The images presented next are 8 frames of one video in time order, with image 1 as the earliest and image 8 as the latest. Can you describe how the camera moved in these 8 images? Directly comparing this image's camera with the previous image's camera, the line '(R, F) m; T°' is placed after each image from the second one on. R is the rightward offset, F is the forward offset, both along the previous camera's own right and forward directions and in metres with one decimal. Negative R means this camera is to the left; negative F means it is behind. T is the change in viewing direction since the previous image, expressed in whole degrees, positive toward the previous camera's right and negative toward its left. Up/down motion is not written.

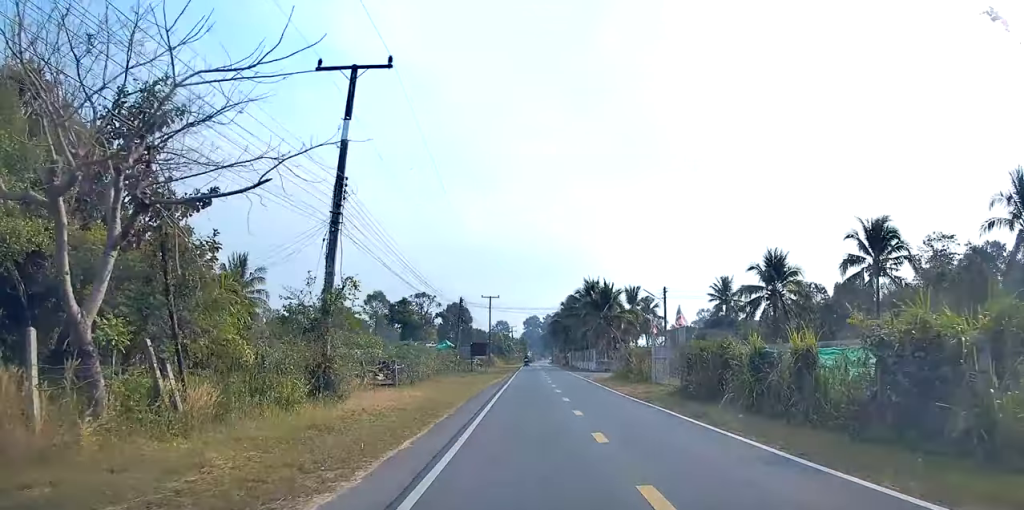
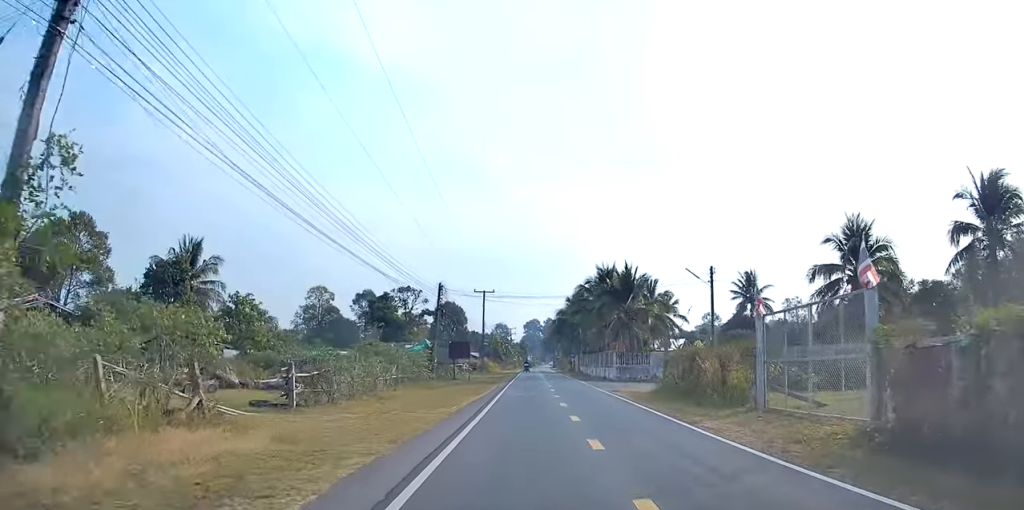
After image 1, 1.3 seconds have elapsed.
(0.0, +12.3) m; +1°
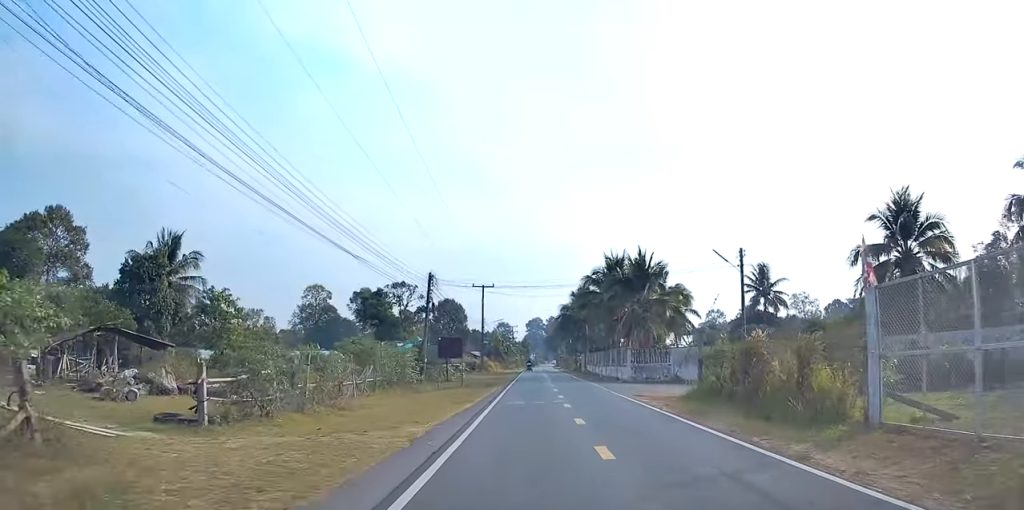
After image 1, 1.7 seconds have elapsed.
(0.0, +4.7) m; +1°
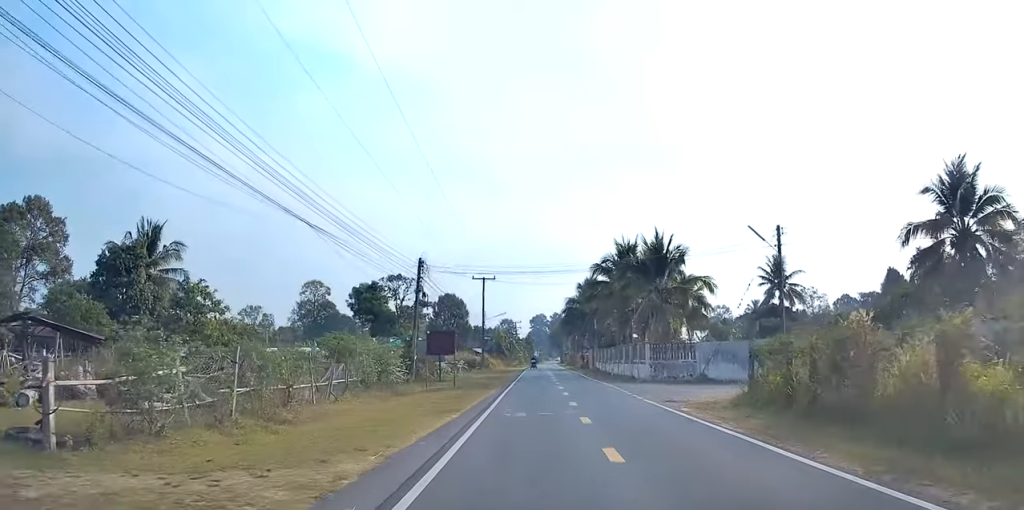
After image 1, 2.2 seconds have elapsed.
(+0.1, +4.7) m; +1°
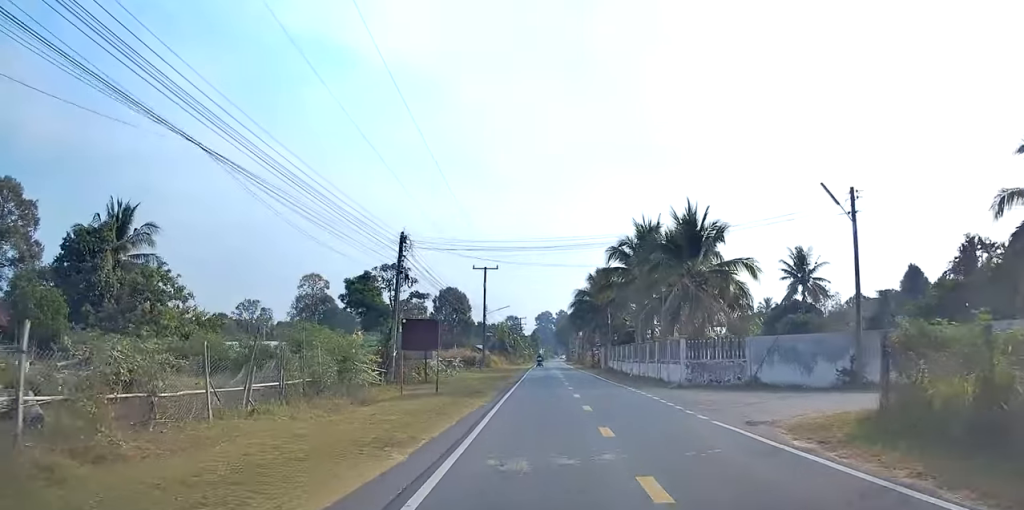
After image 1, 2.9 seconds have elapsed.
(+0.1, +6.3) m; 0°
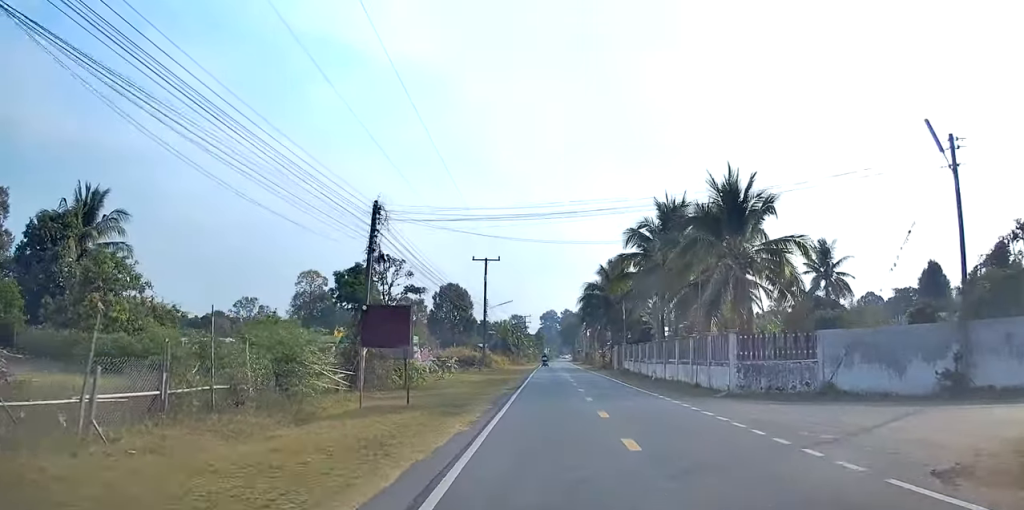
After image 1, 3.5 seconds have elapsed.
(0.0, +6.0) m; 0°
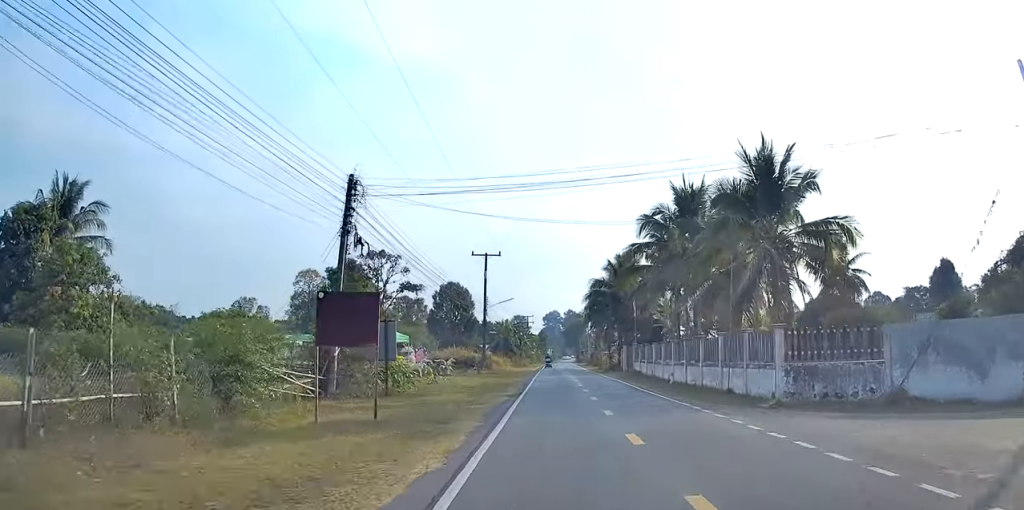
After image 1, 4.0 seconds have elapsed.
(0.0, +3.8) m; +1°
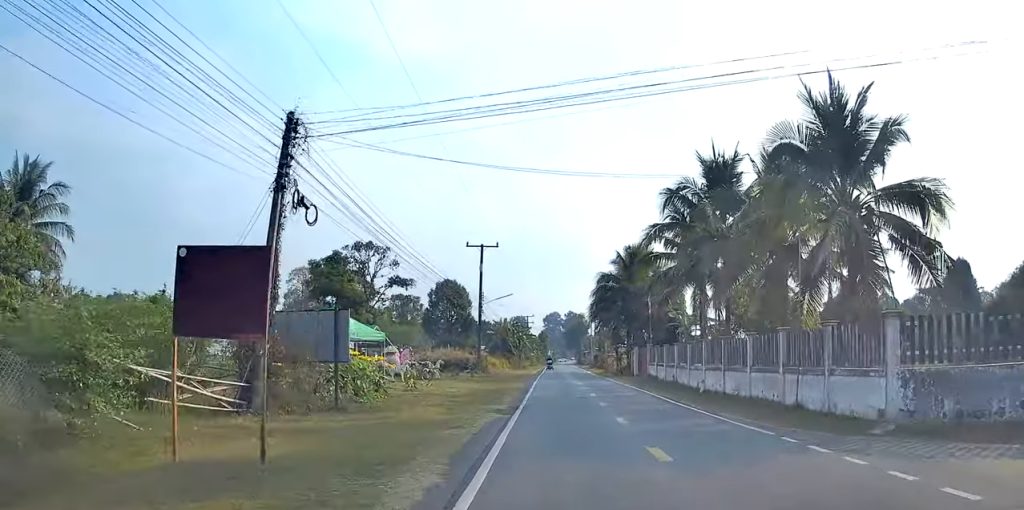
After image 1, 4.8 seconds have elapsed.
(0.0, +6.2) m; 0°
